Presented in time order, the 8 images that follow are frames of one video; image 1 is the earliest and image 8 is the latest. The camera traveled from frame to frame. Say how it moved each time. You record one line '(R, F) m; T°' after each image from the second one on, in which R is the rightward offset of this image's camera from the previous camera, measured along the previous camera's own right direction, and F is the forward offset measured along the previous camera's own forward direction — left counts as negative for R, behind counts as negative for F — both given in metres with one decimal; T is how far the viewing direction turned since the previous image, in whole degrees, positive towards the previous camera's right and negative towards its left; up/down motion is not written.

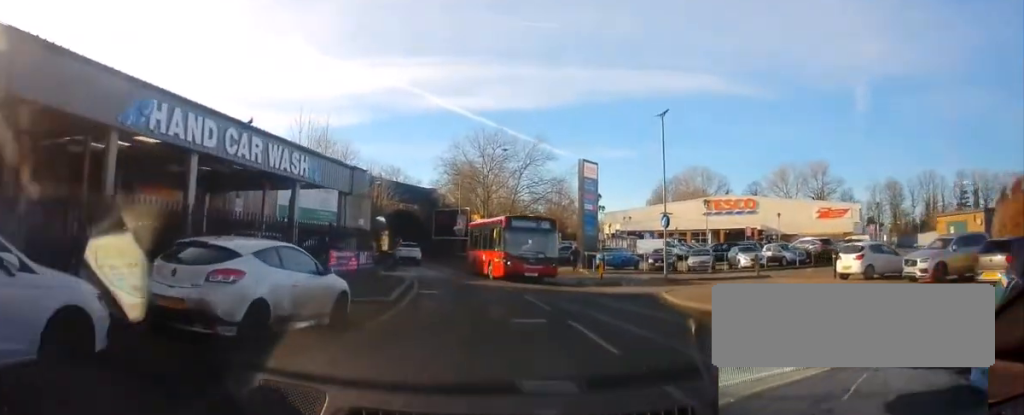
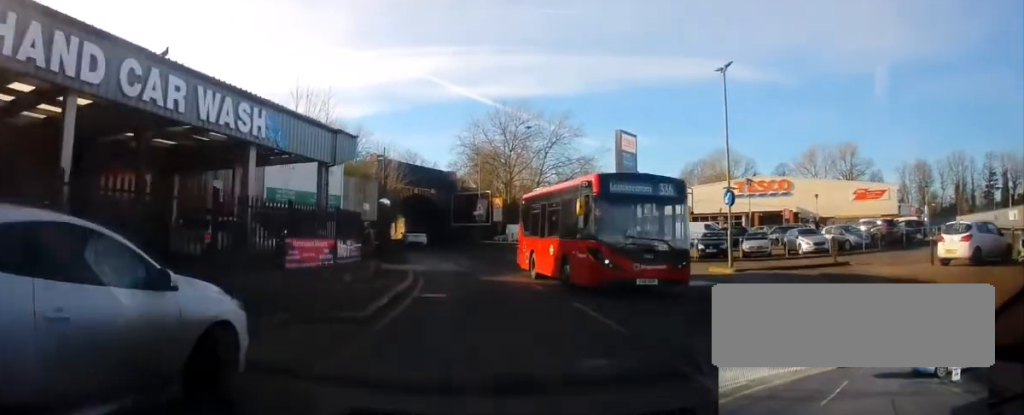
(0.0, +5.3) m; -3°
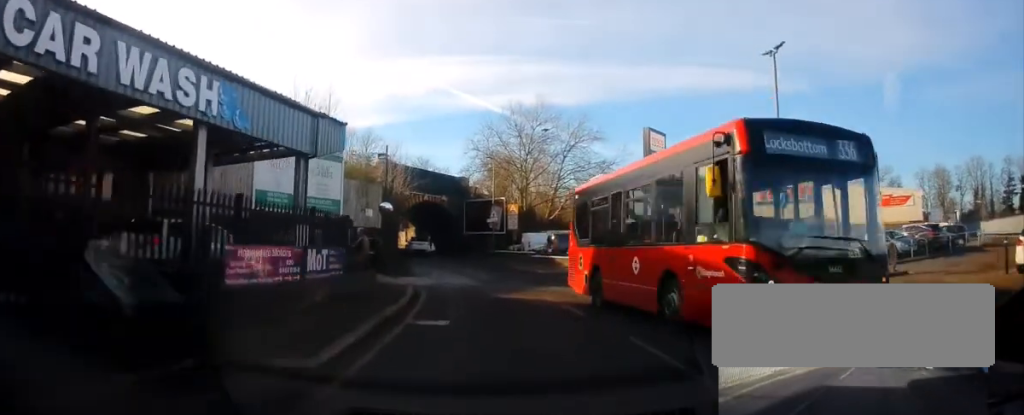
(-0.1, +3.6) m; 0°
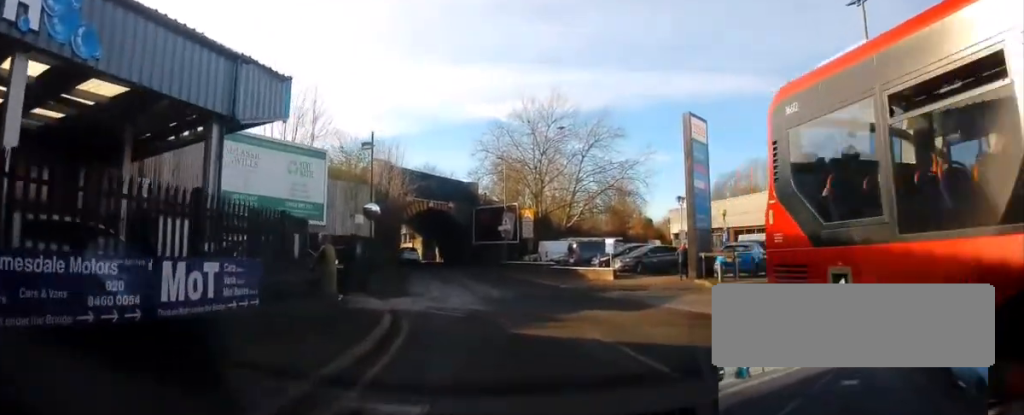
(-0.1, +5.3) m; -1°
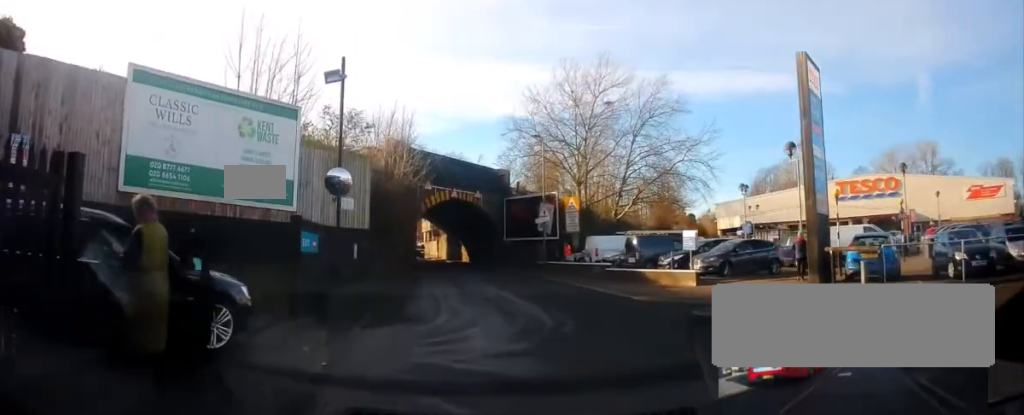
(-0.2, +8.0) m; -3°
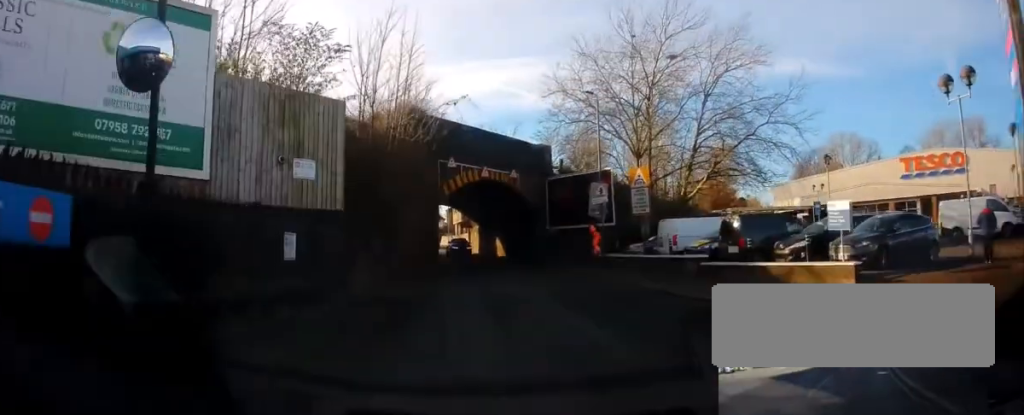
(-0.1, +8.2) m; +1°
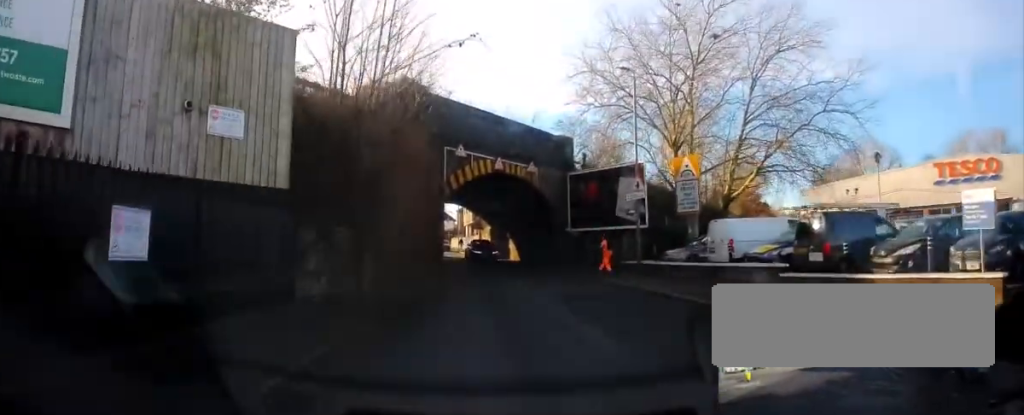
(+0.2, +4.8) m; 0°
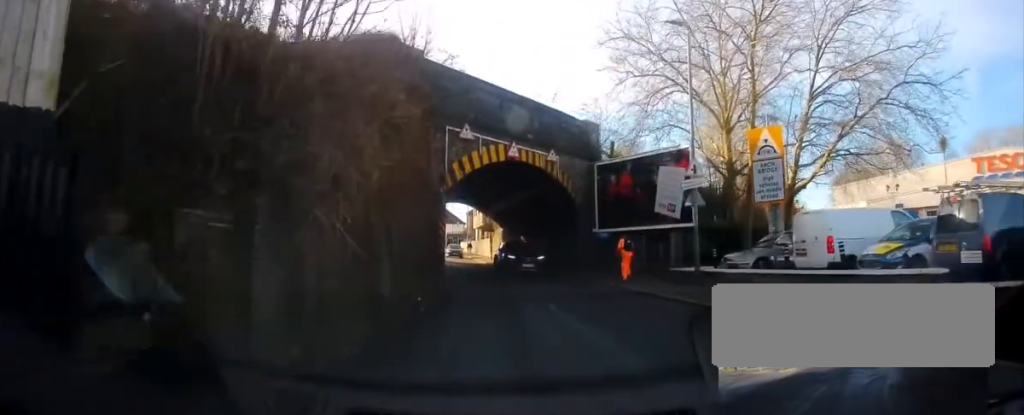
(0.0, +5.6) m; -5°
